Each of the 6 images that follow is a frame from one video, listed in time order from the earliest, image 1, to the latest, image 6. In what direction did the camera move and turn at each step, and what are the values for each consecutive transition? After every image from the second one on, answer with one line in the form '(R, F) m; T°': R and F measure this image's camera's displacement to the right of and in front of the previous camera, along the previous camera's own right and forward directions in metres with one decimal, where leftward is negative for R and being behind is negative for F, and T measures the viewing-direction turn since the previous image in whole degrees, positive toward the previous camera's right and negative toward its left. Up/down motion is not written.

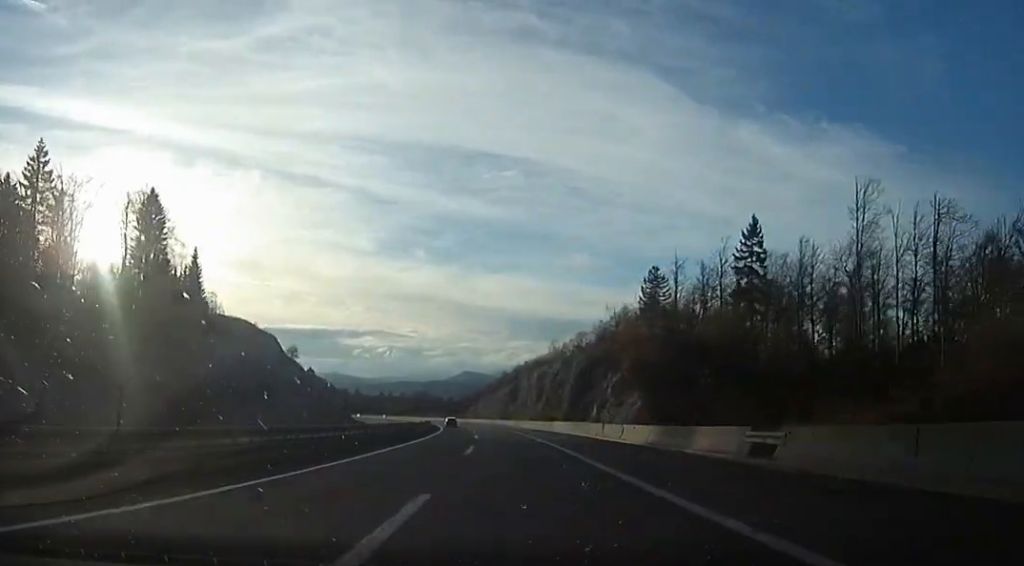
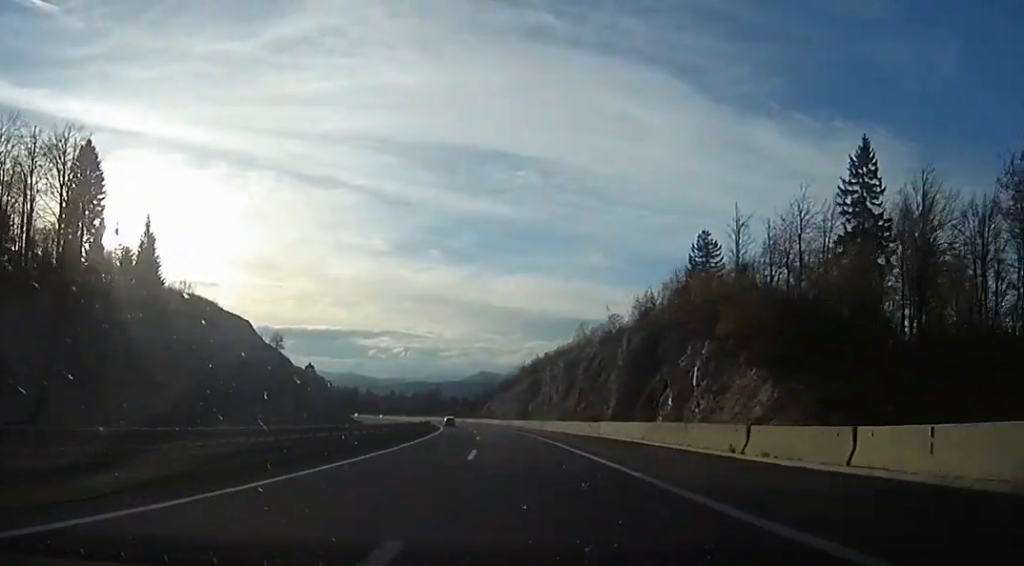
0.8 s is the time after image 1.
(+1.4, +22.7) m; -2°
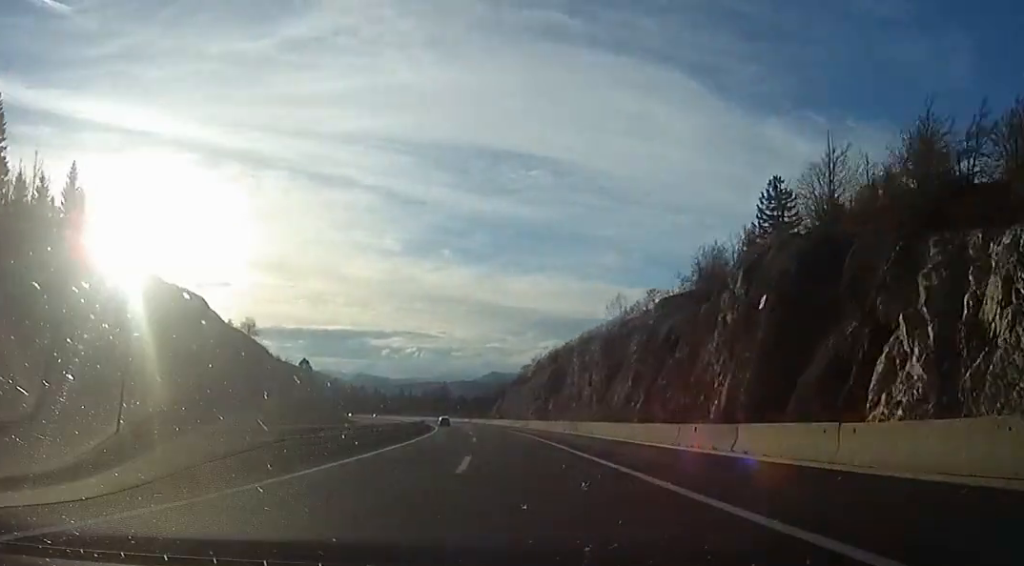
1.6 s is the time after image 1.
(-2.5, +23.1) m; -2°
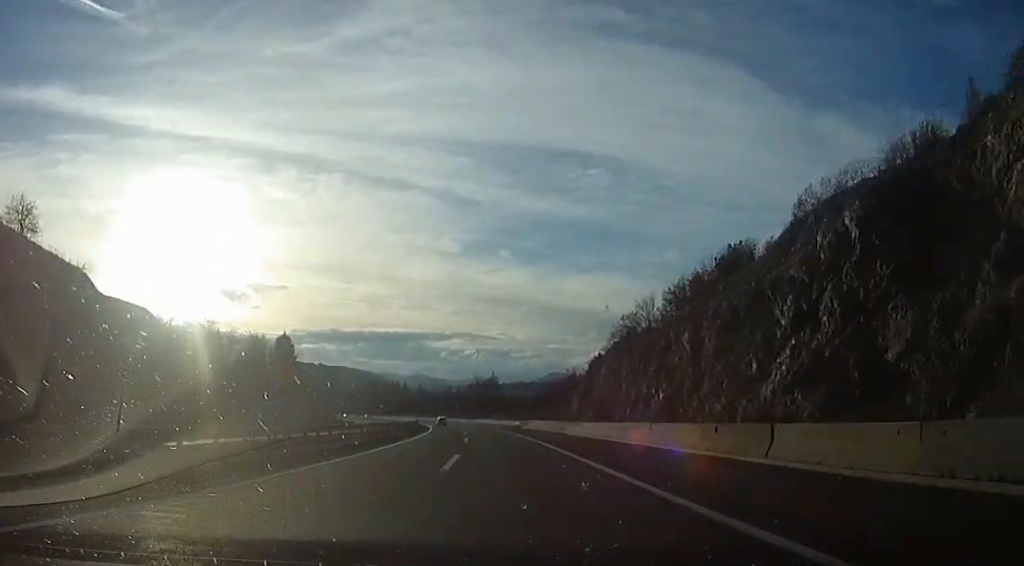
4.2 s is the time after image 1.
(-1.6, +74.5) m; -4°
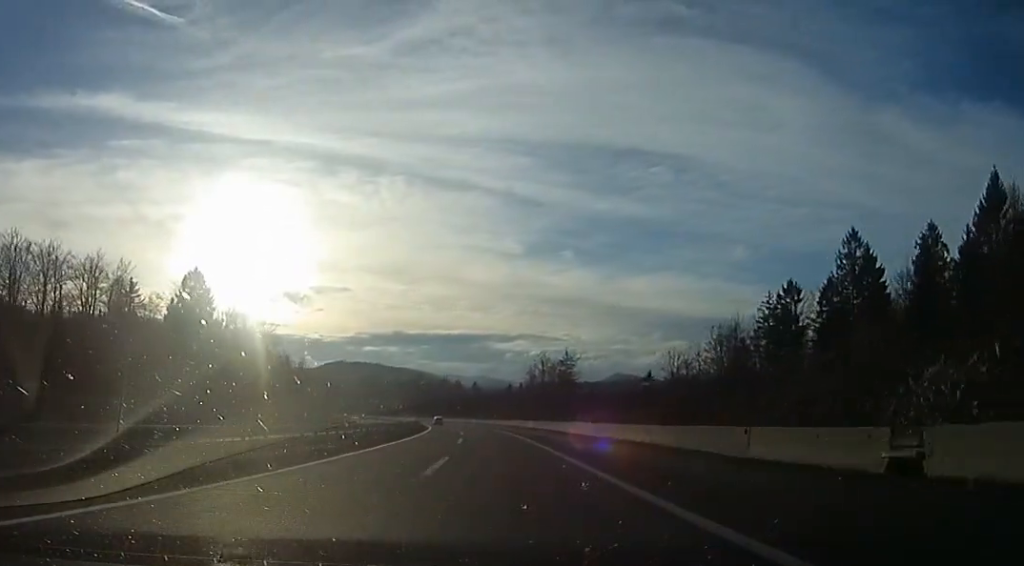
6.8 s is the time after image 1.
(-3.0, +76.3) m; -6°
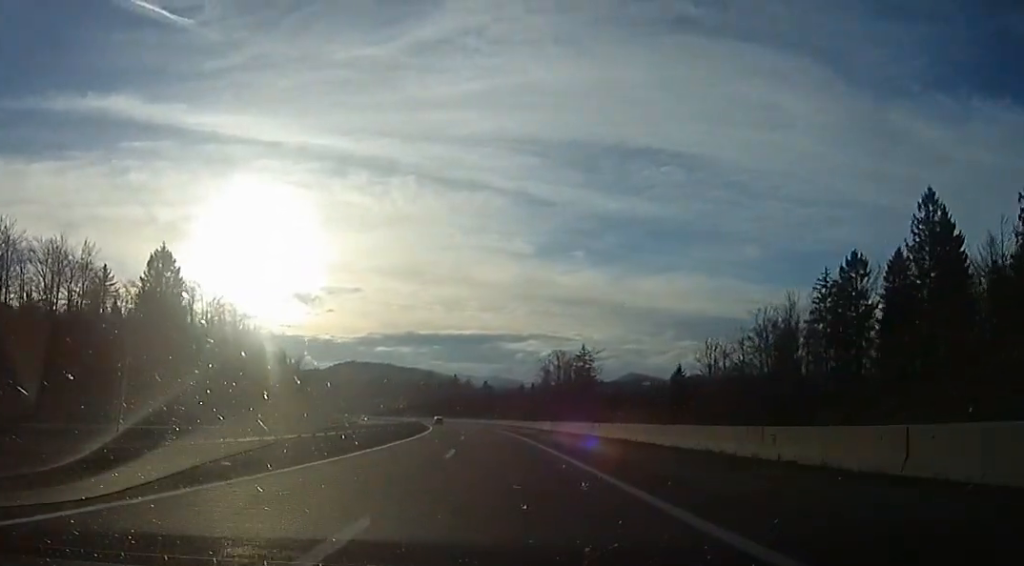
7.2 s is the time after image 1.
(0.0, +12.7) m; -1°
